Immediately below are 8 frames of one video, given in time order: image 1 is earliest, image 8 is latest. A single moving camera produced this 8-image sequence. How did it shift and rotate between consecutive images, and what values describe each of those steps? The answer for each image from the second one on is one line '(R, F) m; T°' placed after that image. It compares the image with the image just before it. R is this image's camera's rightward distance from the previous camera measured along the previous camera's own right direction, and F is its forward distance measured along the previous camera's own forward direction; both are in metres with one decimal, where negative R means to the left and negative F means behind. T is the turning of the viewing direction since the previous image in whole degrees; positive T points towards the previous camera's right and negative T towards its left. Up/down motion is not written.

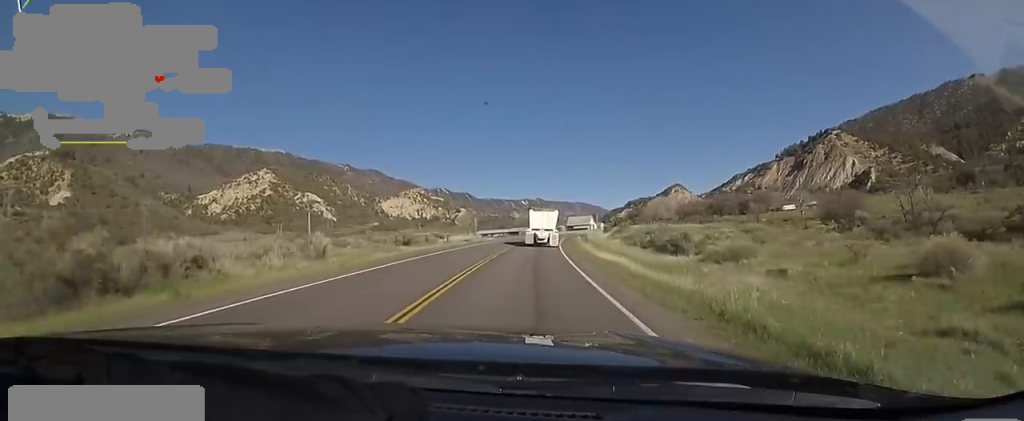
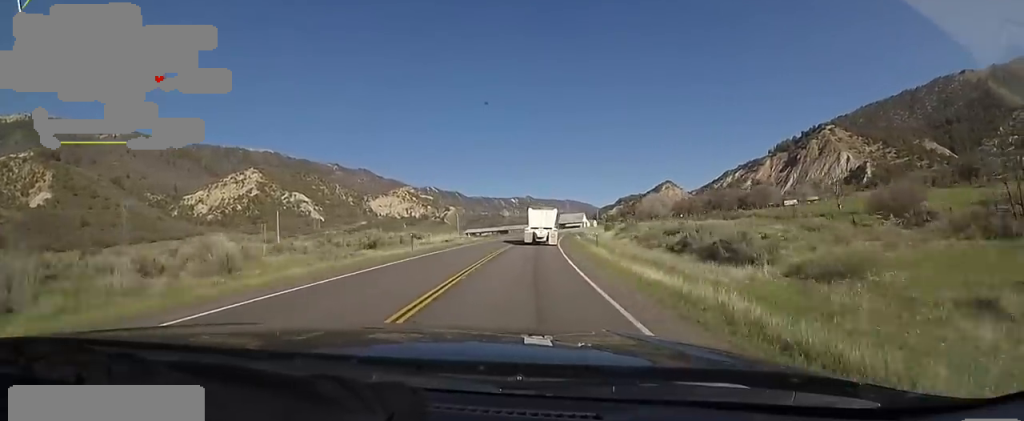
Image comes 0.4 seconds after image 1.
(+0.1, +9.4) m; +1°
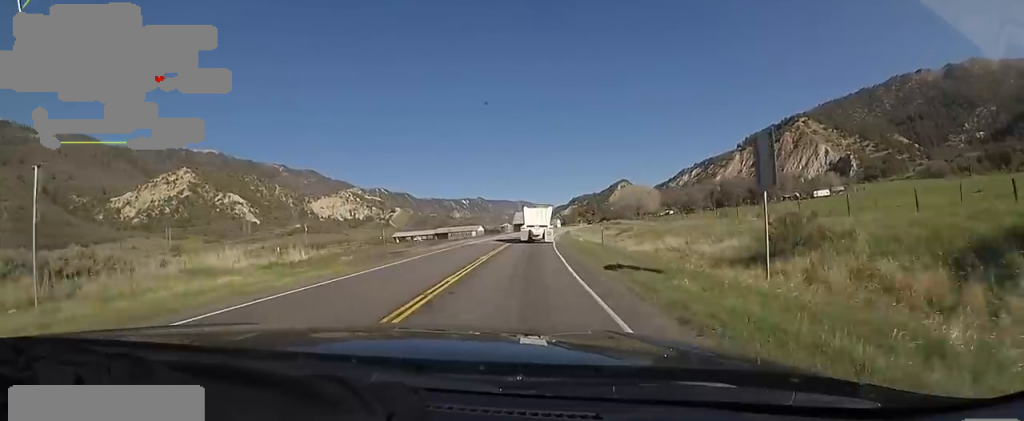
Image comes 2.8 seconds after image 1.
(+5.1, +51.8) m; +10°
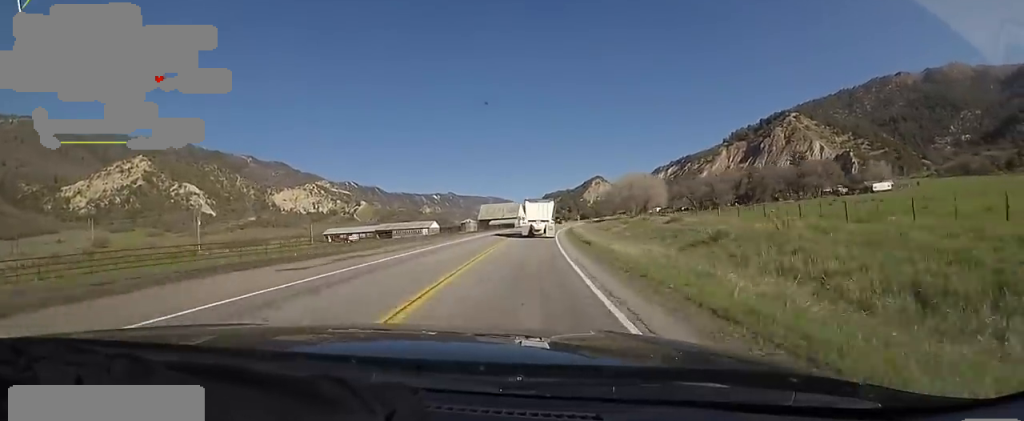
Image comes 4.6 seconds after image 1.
(+0.2, +39.6) m; +1°
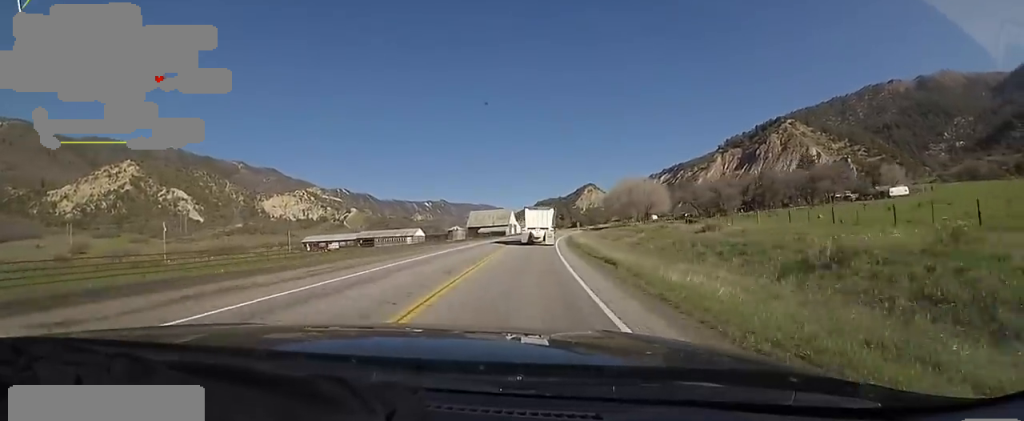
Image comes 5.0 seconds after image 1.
(-0.5, +8.8) m; +1°
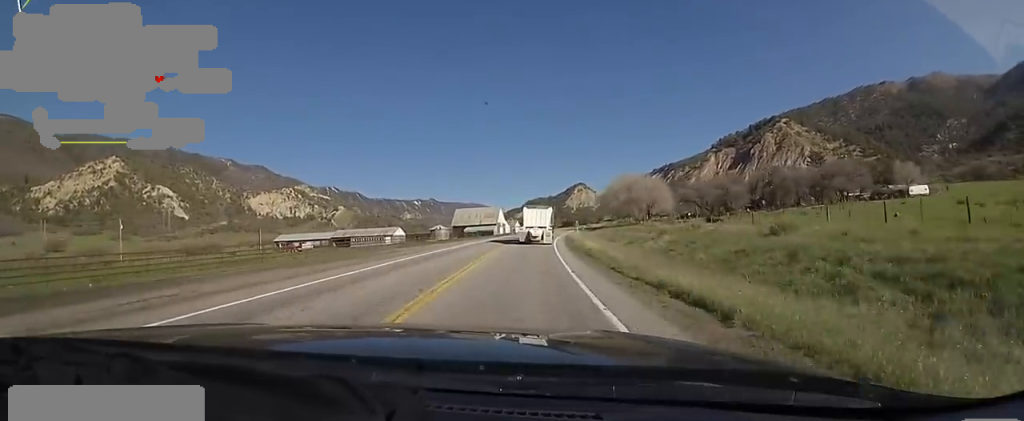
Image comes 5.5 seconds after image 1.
(-0.1, +9.6) m; +1°
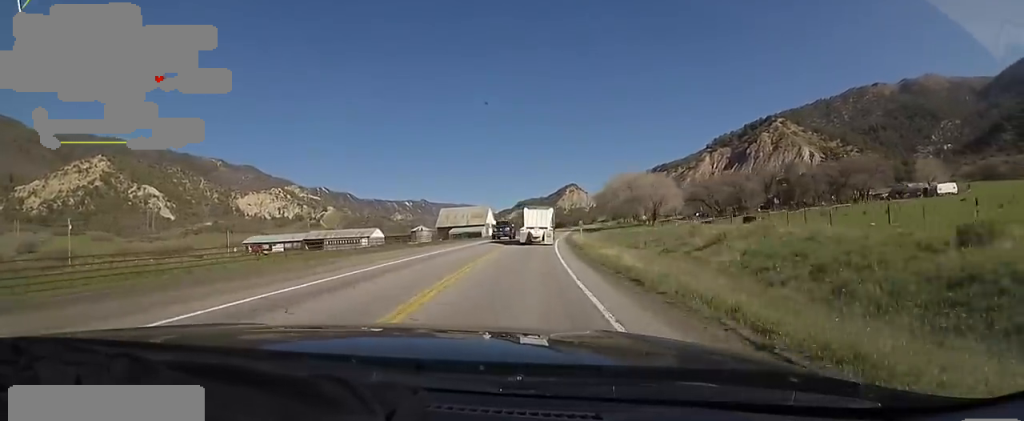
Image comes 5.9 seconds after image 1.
(+0.7, +10.3) m; +2°
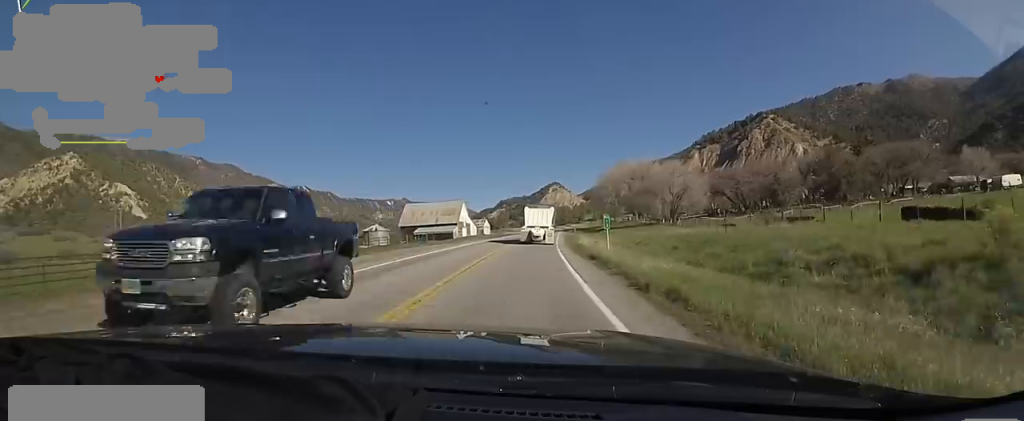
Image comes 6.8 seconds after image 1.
(+0.6, +19.1) m; +2°
